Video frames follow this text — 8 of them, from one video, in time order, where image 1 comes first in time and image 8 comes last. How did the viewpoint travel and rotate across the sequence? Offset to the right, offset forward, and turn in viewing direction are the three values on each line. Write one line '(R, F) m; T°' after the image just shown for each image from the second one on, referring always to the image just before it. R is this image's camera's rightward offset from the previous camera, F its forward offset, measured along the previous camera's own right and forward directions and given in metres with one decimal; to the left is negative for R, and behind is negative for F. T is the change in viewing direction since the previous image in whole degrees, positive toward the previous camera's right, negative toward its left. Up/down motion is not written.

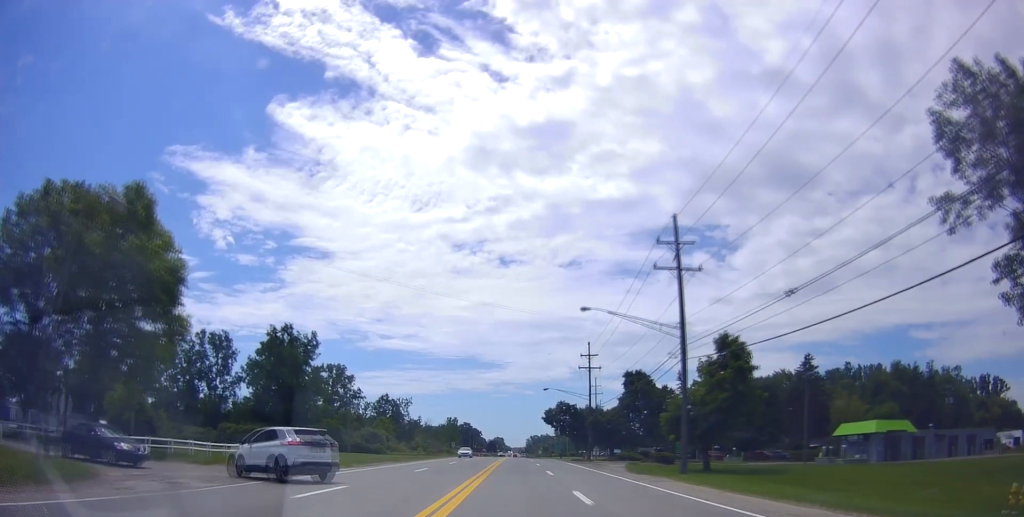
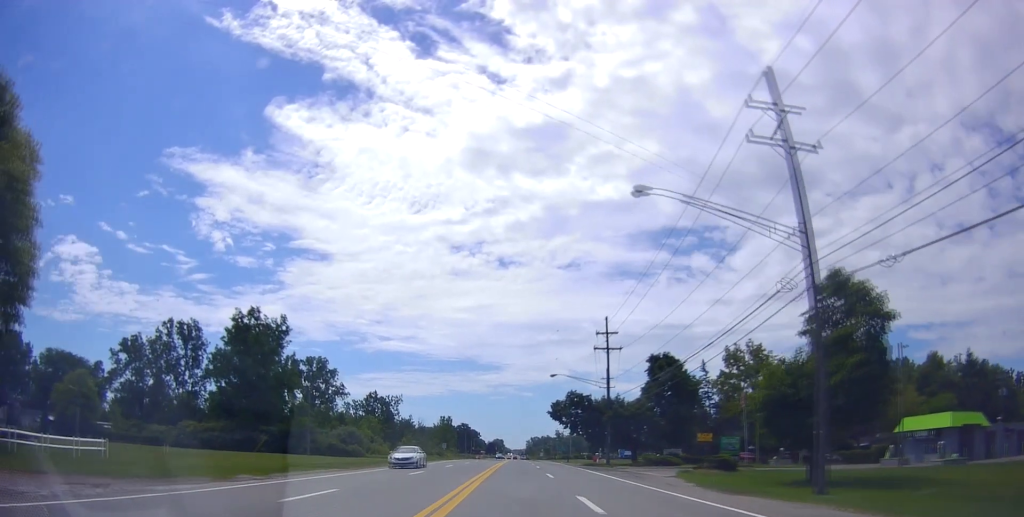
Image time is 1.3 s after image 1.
(+0.3, +15.7) m; +1°
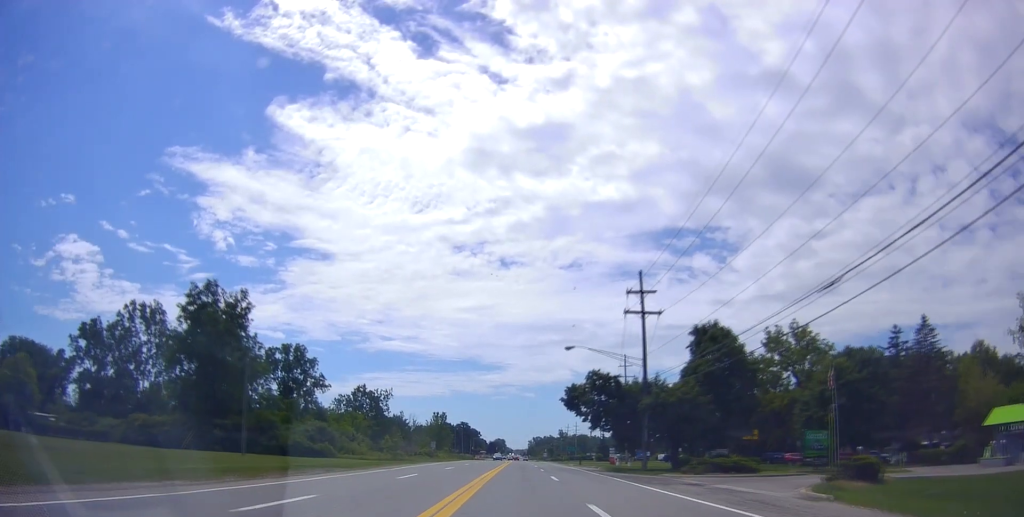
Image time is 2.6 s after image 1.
(0.0, +15.9) m; 0°
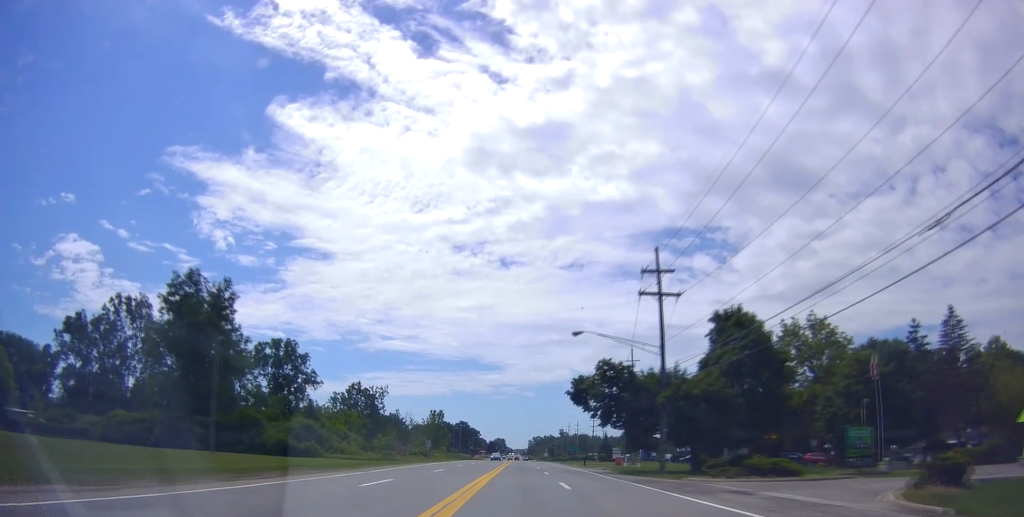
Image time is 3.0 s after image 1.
(0.0, +5.5) m; 0°
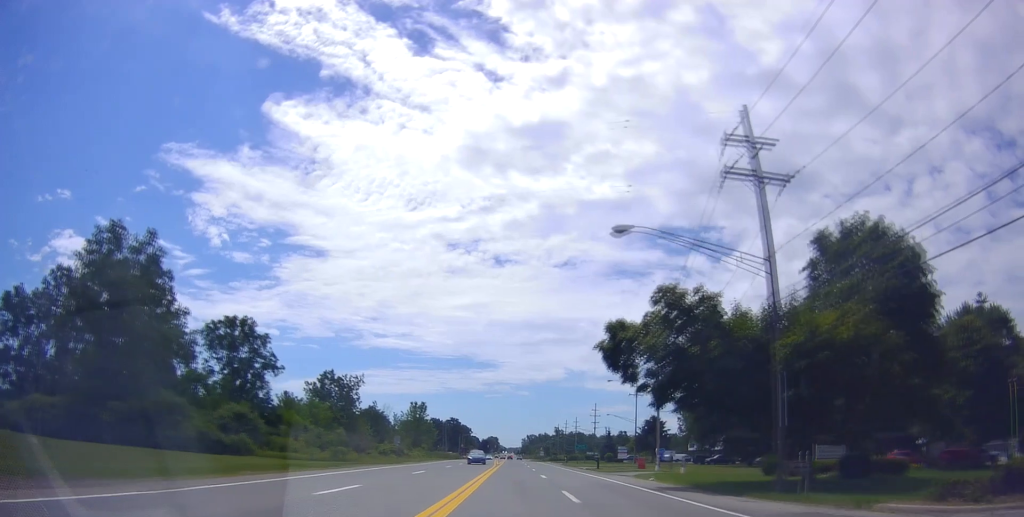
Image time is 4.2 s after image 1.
(0.0, +18.0) m; 0°
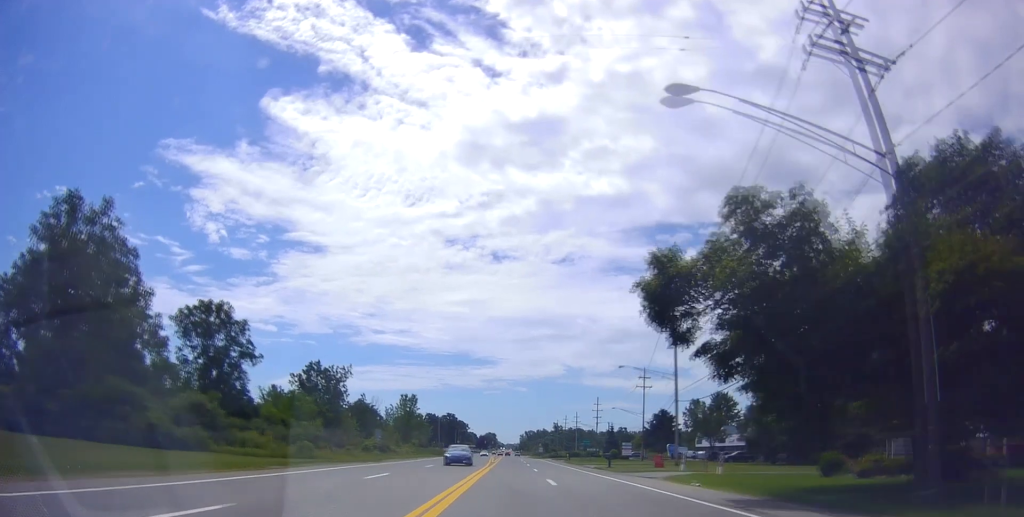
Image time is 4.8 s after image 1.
(0.0, +8.5) m; 0°
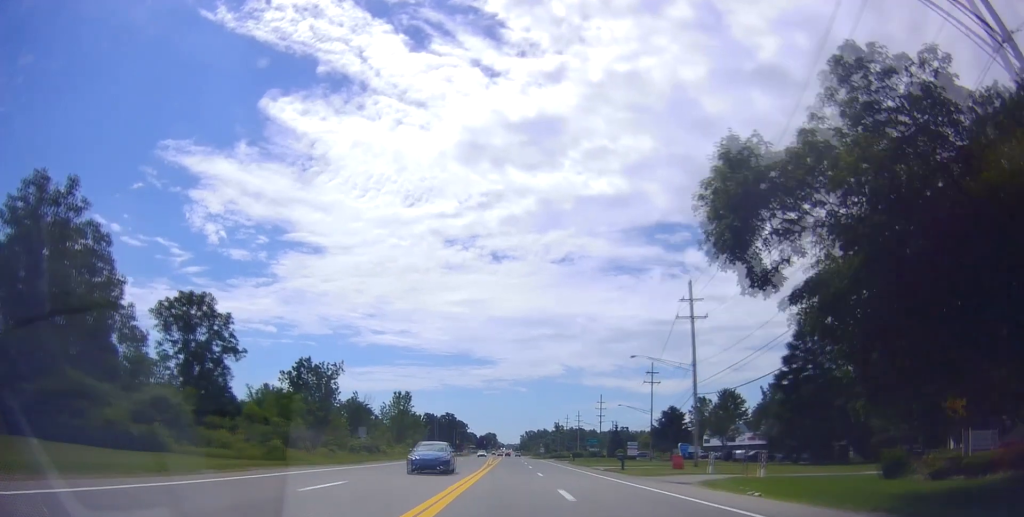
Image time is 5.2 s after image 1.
(0.0, +6.2) m; 0°
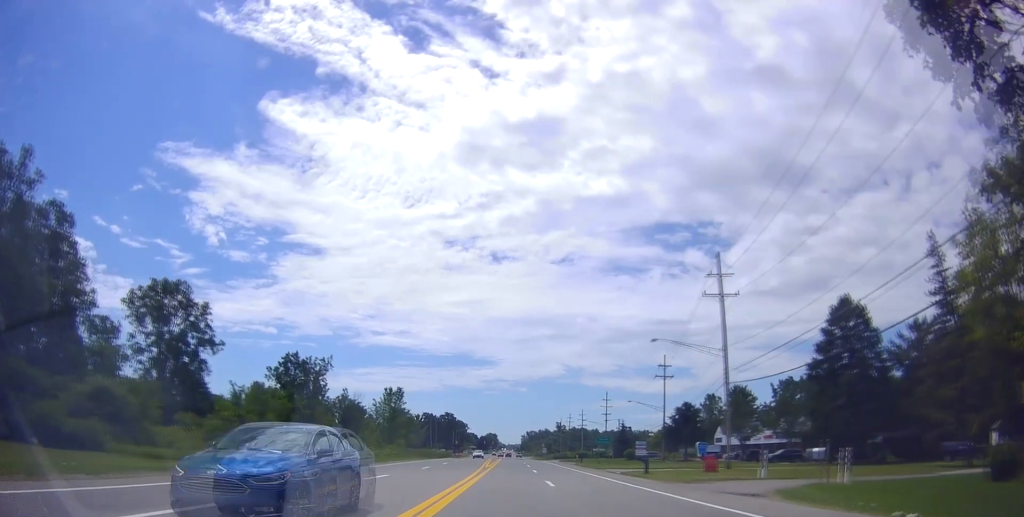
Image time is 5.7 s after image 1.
(0.0, +7.8) m; 0°
